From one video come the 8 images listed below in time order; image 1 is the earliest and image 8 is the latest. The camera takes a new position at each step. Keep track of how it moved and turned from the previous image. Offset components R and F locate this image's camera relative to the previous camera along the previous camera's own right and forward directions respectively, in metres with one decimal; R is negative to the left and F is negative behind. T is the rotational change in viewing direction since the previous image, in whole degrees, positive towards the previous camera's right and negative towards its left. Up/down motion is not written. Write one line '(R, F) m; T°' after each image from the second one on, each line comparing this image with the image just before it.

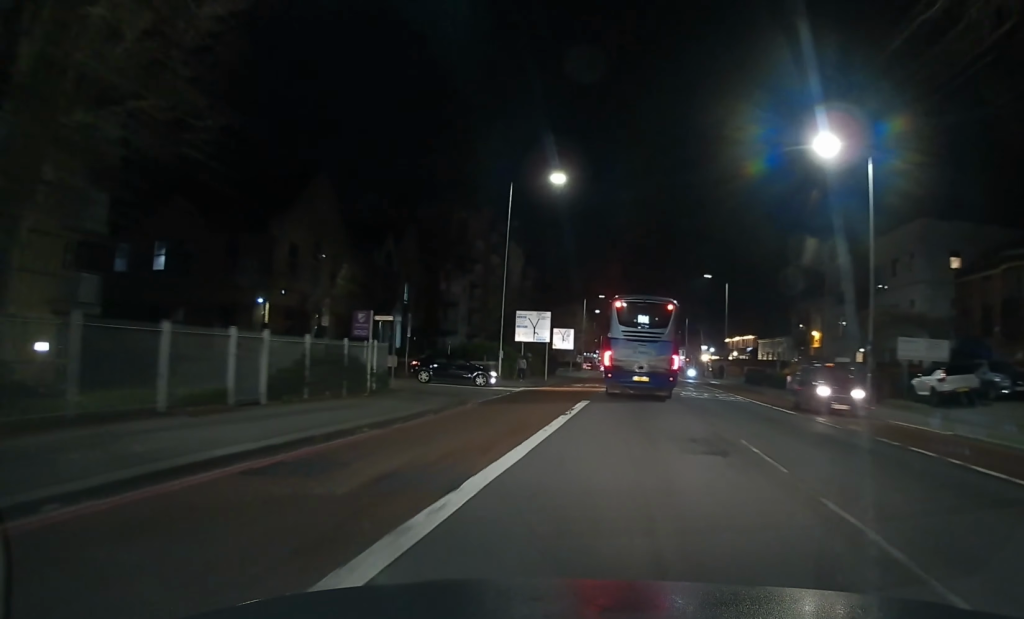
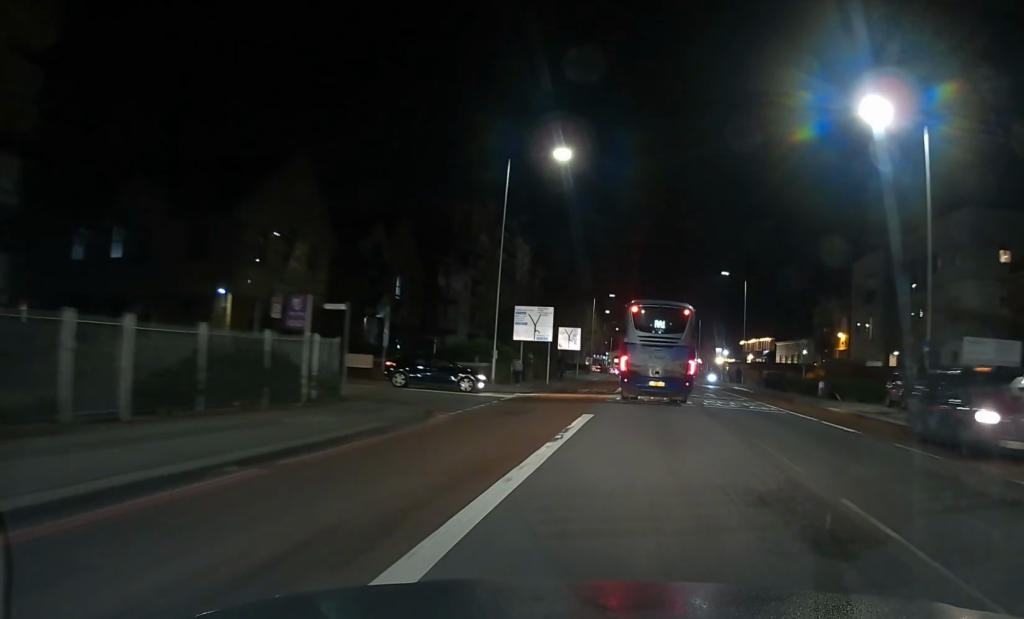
(+0.1, +5.4) m; -1°
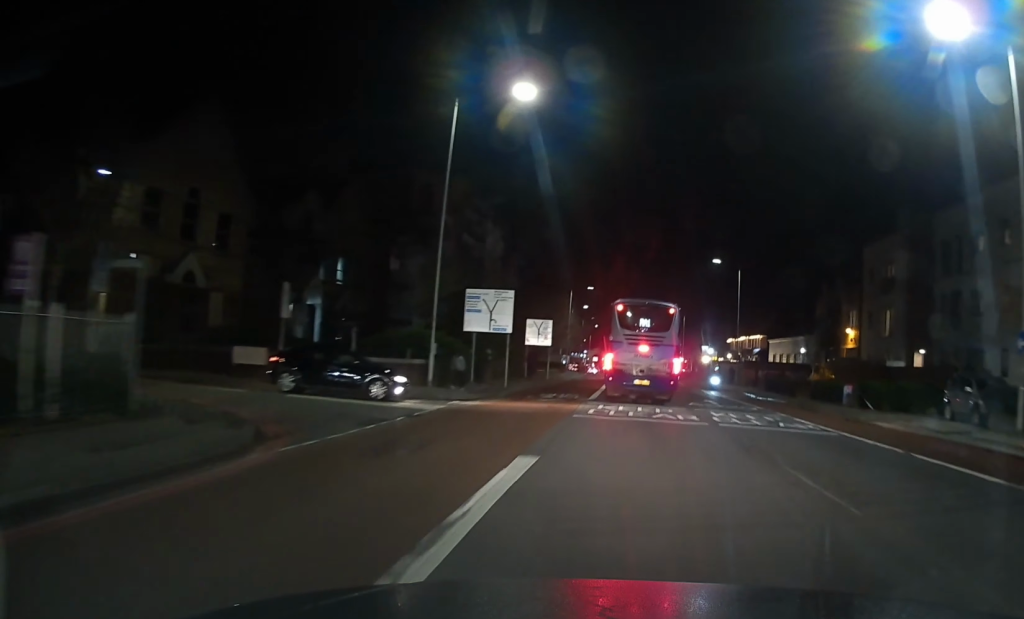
(-0.3, +8.7) m; 0°
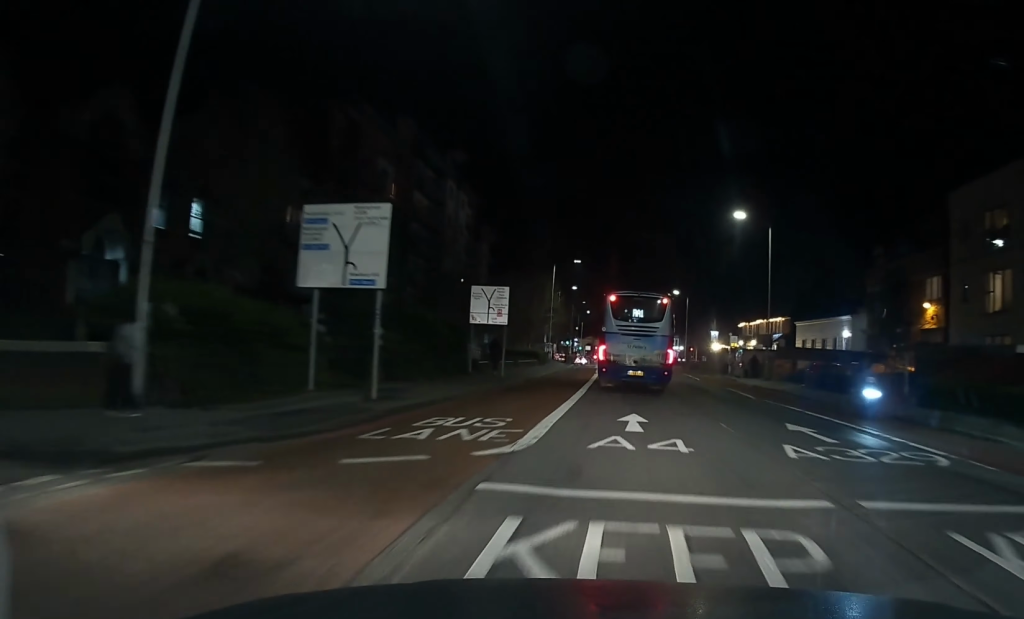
(+0.6, +18.5) m; +3°
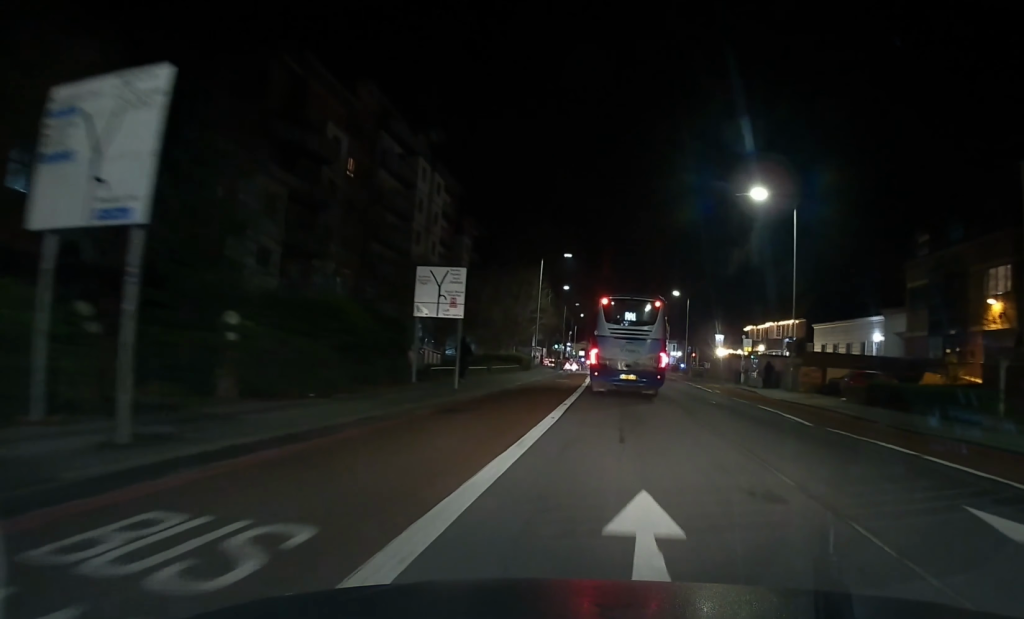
(0.0, +9.0) m; -1°
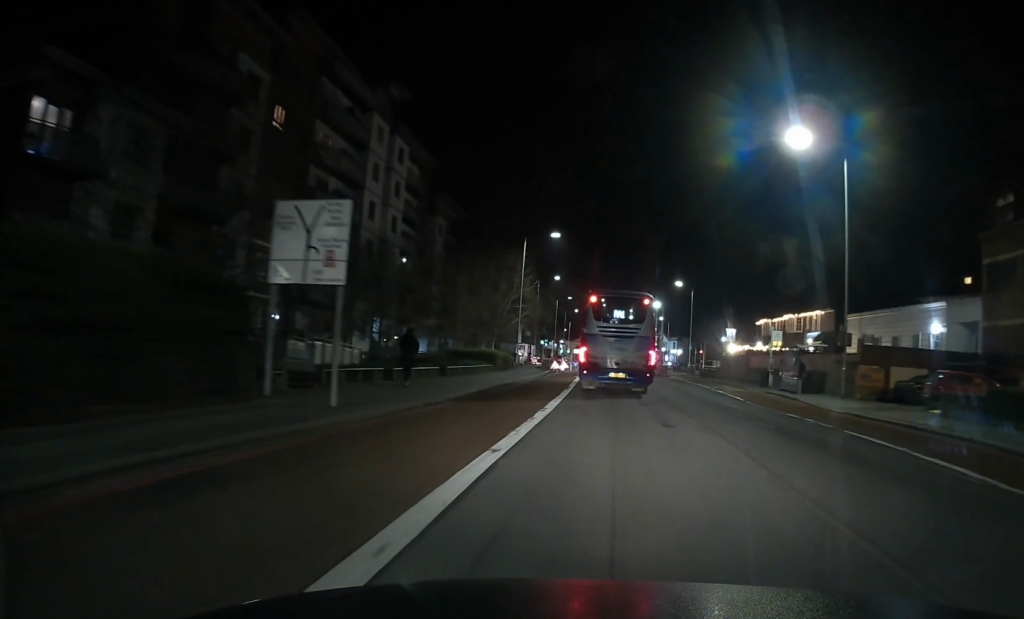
(-0.2, +11.4) m; -2°
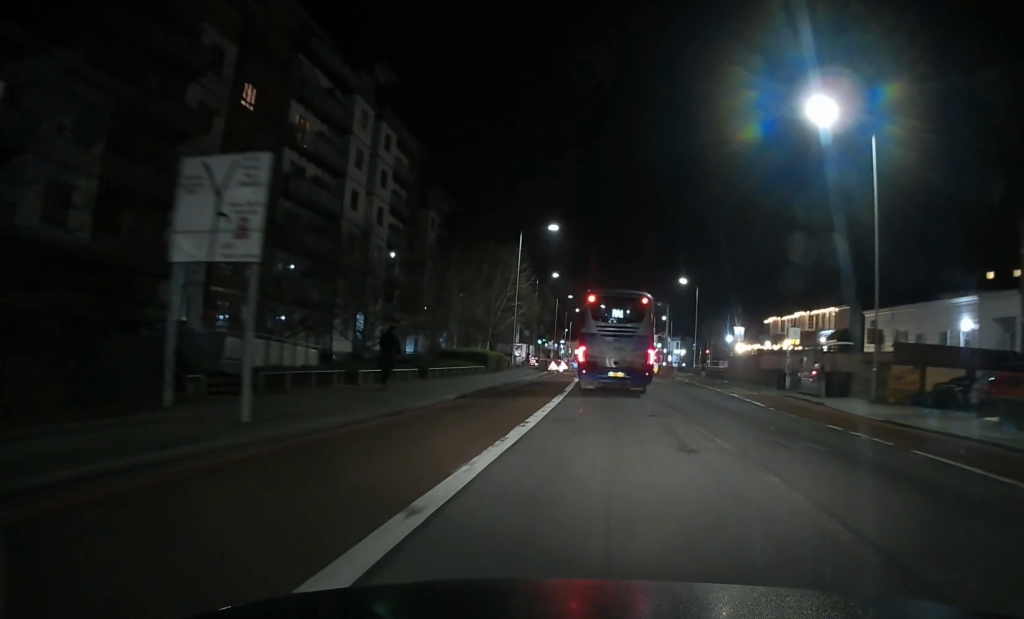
(-0.2, +4.0) m; 0°
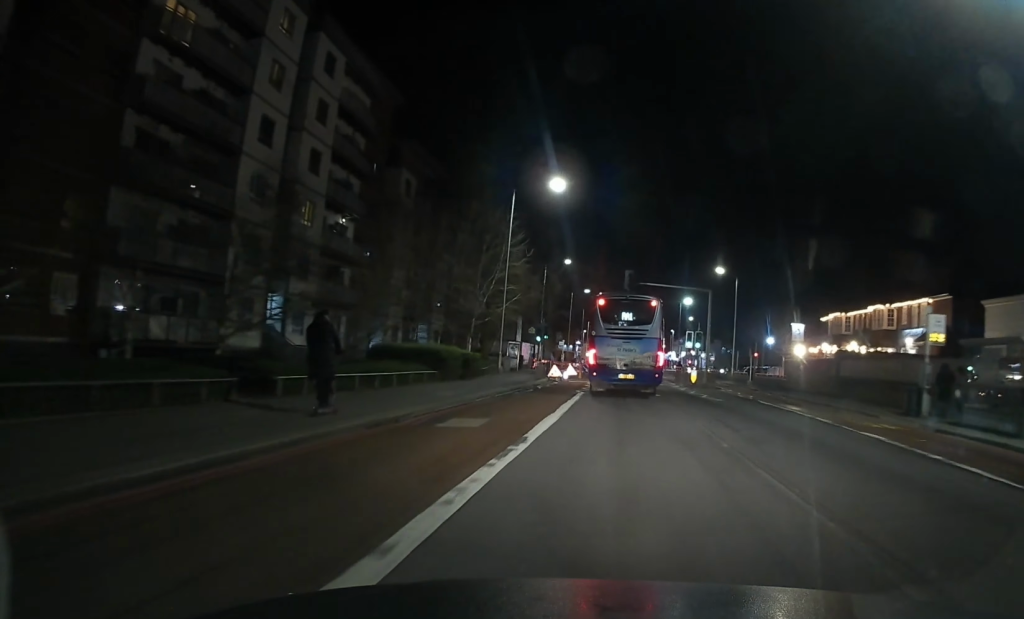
(+0.6, +15.9) m; +2°
